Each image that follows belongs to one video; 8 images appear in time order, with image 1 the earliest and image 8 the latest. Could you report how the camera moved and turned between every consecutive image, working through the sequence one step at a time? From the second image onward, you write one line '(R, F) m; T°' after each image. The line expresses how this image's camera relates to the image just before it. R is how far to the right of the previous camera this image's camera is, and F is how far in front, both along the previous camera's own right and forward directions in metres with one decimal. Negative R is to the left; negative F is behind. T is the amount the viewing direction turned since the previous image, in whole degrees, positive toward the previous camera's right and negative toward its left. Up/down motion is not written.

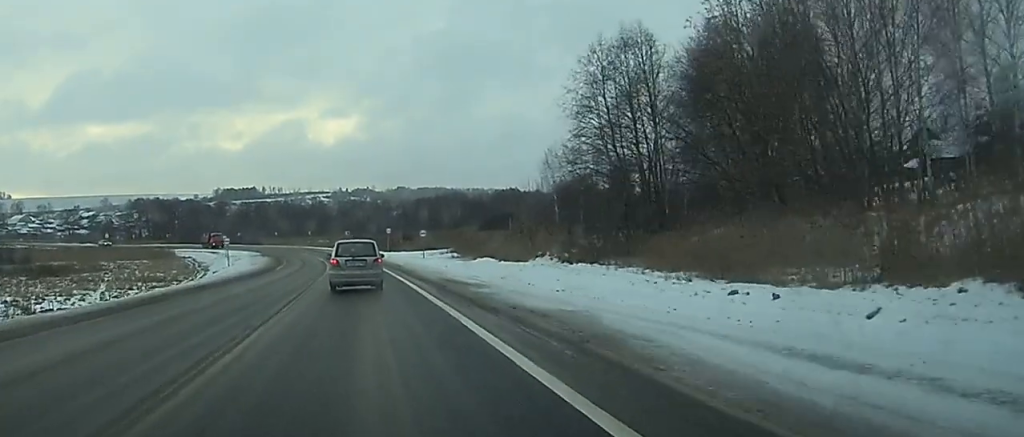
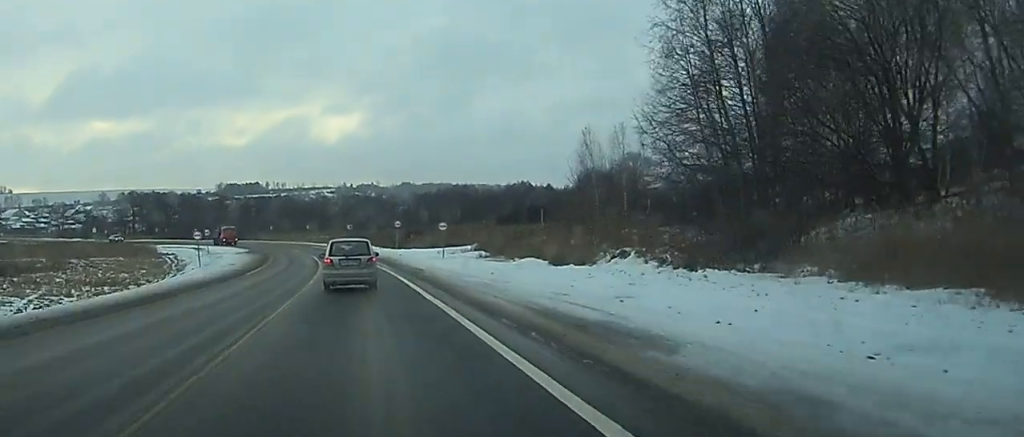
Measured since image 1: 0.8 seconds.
(0.0, +16.1) m; 0°
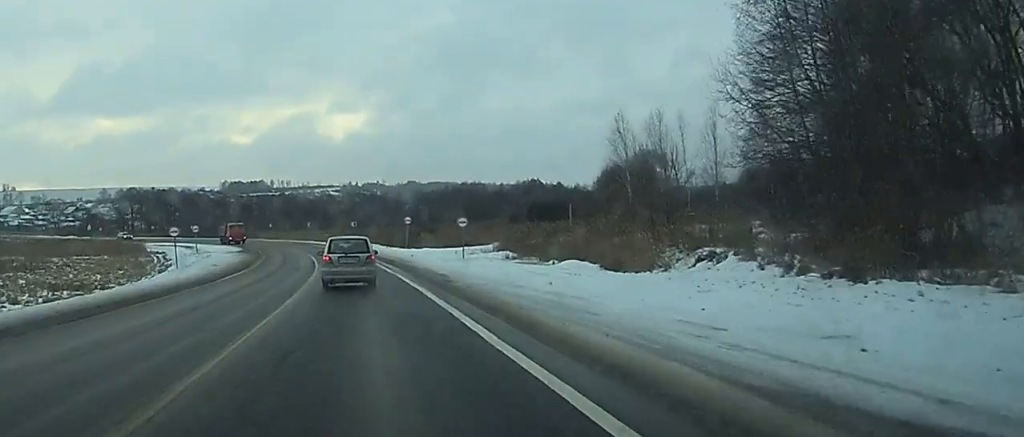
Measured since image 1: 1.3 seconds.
(0.0, +9.7) m; 0°
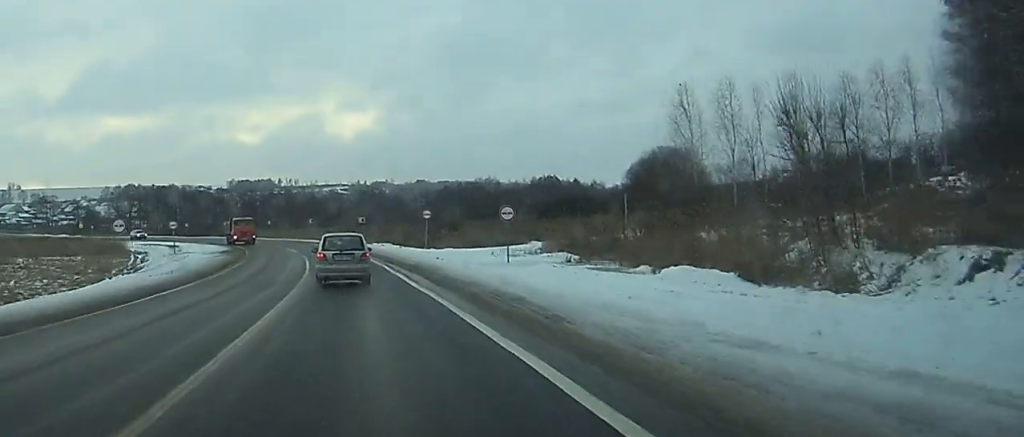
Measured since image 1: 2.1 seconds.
(0.0, +14.2) m; -1°
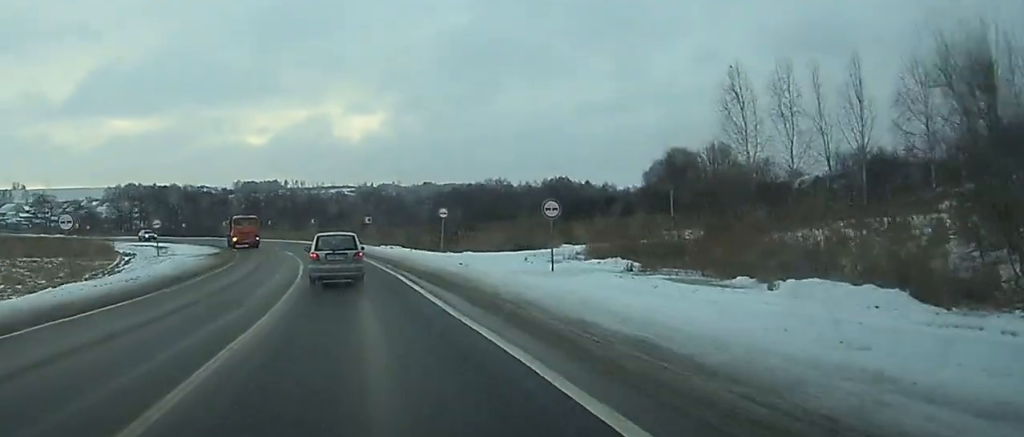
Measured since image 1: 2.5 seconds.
(-0.1, +8.4) m; 0°
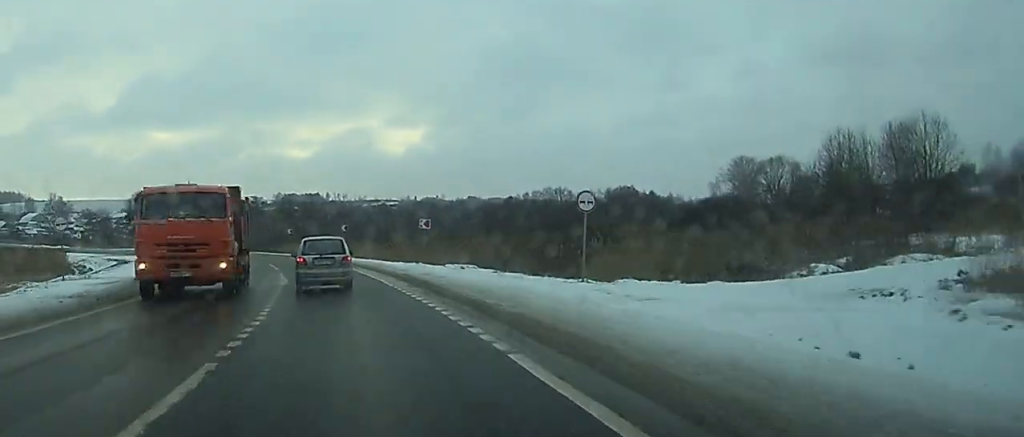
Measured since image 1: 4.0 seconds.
(-0.3, +28.9) m; -1°
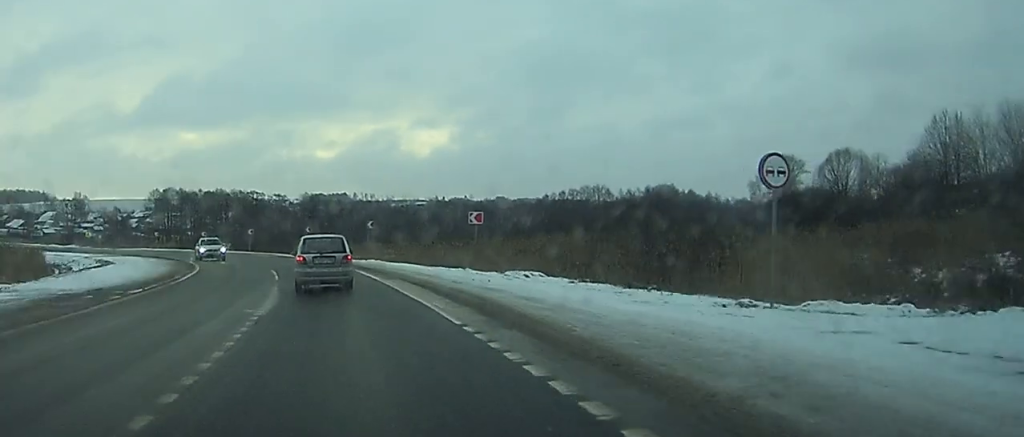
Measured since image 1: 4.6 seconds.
(0.0, +11.8) m; -1°
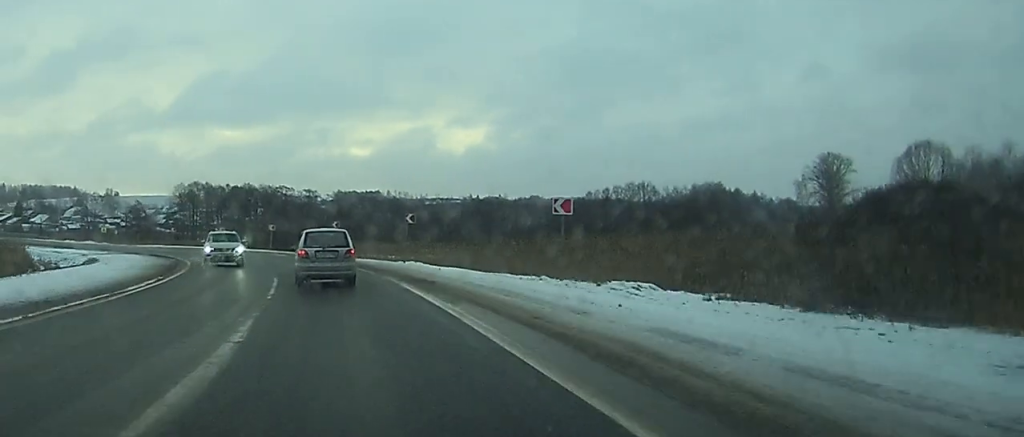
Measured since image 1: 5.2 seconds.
(0.0, +11.0) m; -1°
